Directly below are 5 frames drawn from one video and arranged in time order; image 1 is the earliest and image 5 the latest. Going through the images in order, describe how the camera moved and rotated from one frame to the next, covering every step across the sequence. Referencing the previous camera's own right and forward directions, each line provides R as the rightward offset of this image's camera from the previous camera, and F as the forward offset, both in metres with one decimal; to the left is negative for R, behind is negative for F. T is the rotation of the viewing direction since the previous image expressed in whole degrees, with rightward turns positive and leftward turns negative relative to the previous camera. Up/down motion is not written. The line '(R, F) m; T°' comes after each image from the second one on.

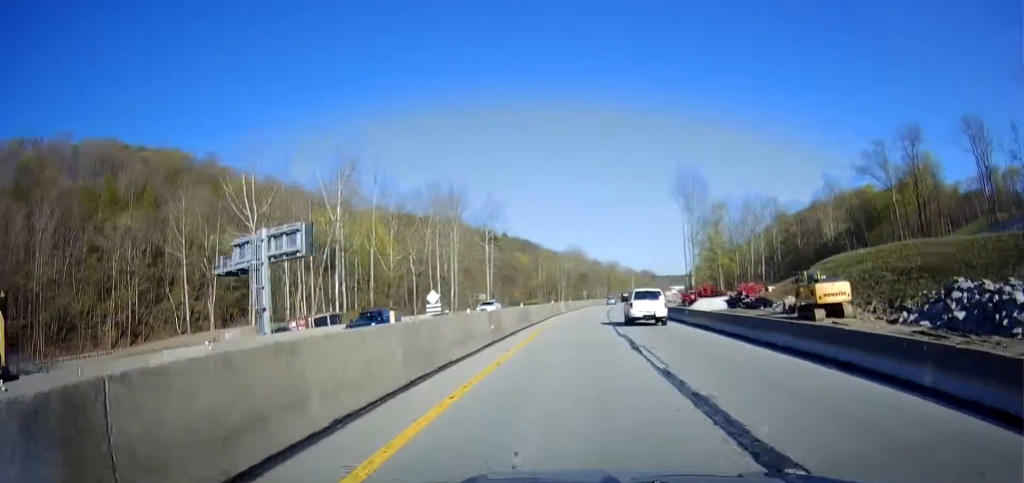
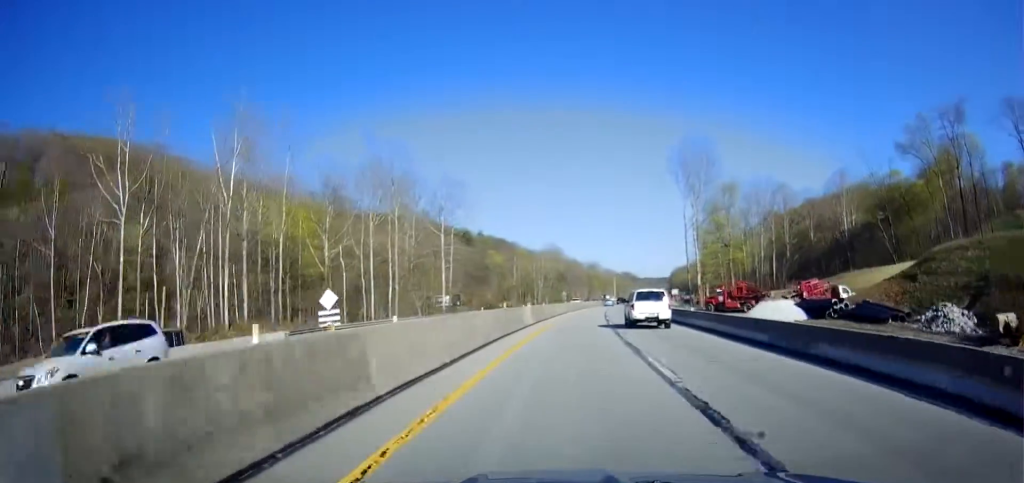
(+0.4, +26.8) m; +2°
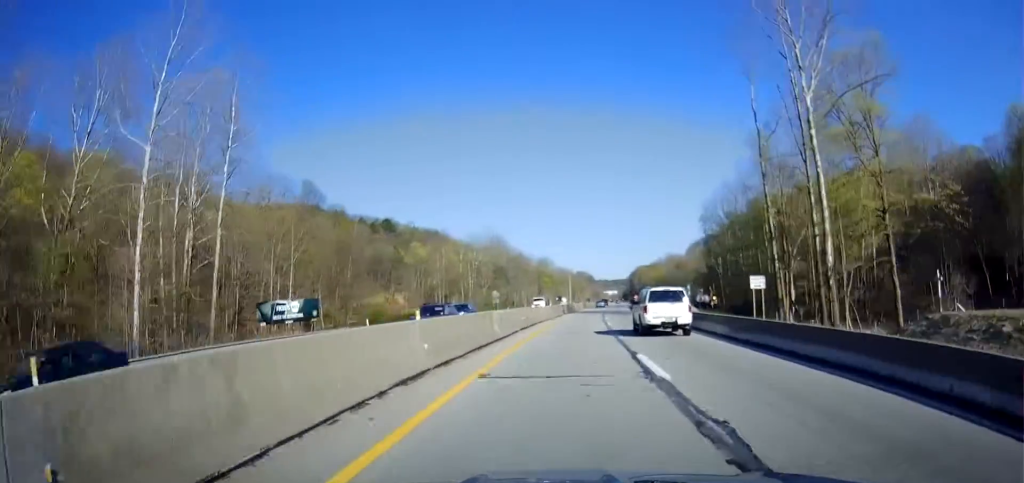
(+2.8, +72.5) m; +5°
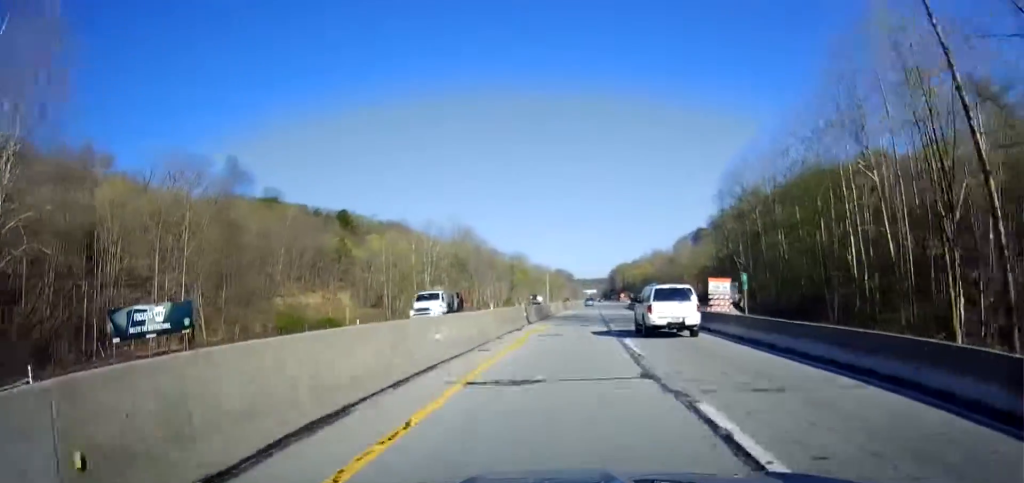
(+0.7, +32.3) m; +2°
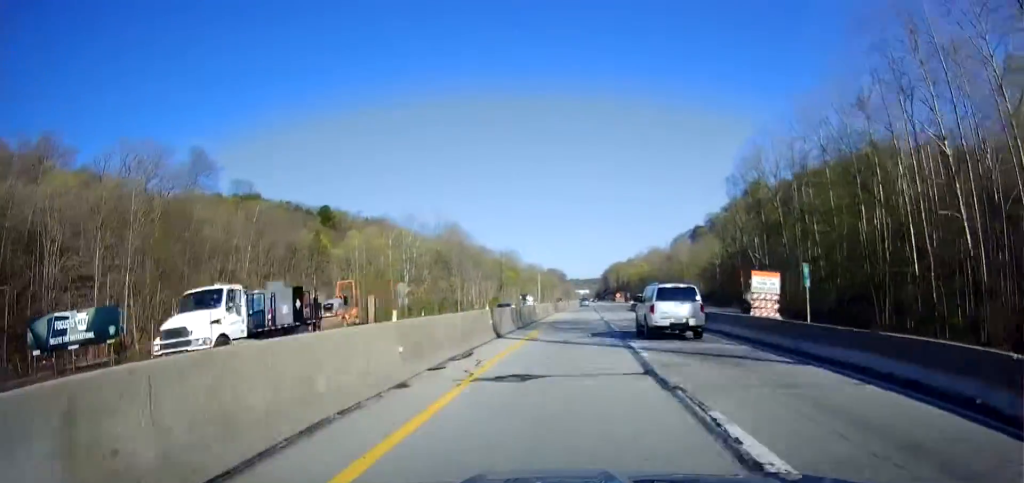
(+0.2, +13.3) m; 0°
